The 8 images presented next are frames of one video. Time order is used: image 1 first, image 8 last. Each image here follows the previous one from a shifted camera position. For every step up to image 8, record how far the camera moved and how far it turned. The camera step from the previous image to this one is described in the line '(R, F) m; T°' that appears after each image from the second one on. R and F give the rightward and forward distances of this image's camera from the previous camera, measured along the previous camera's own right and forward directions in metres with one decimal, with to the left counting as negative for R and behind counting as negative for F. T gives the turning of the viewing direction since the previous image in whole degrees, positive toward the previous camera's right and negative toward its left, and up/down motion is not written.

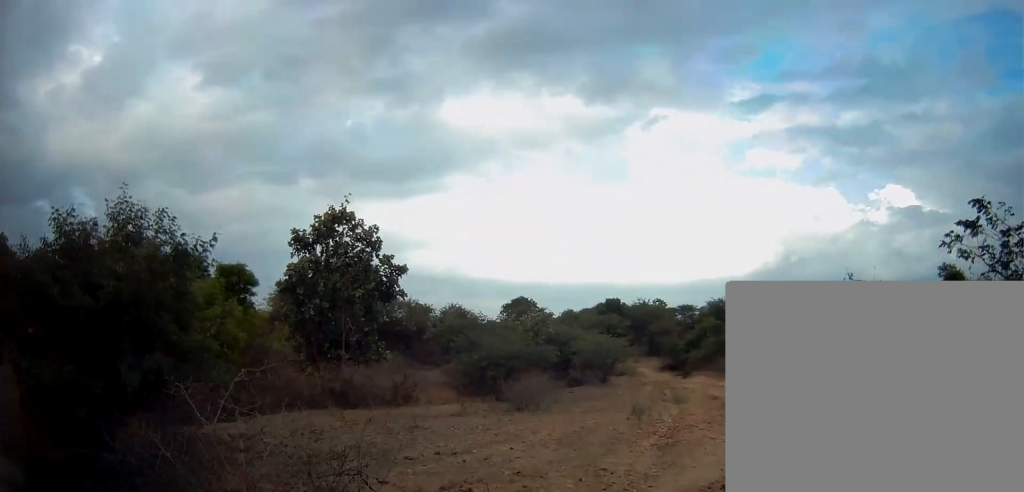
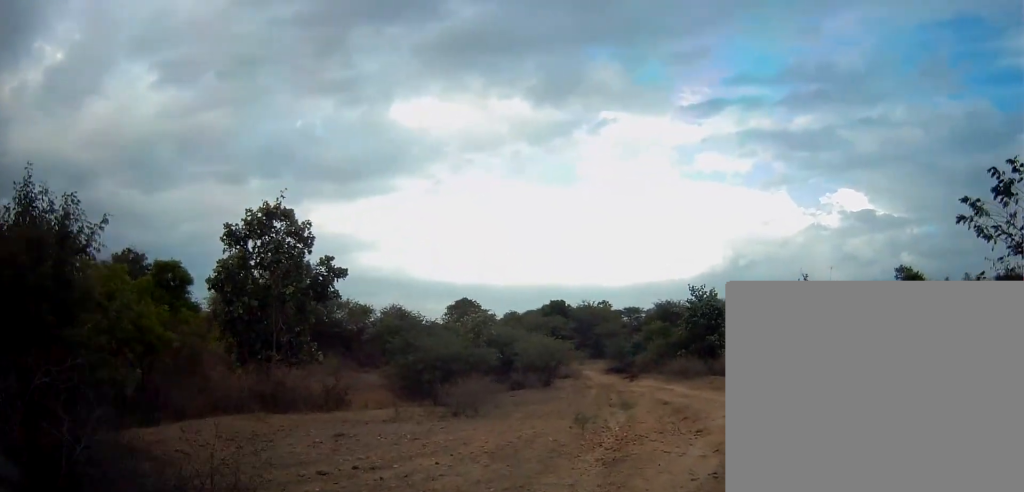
(+0.1, +1.3) m; +5°
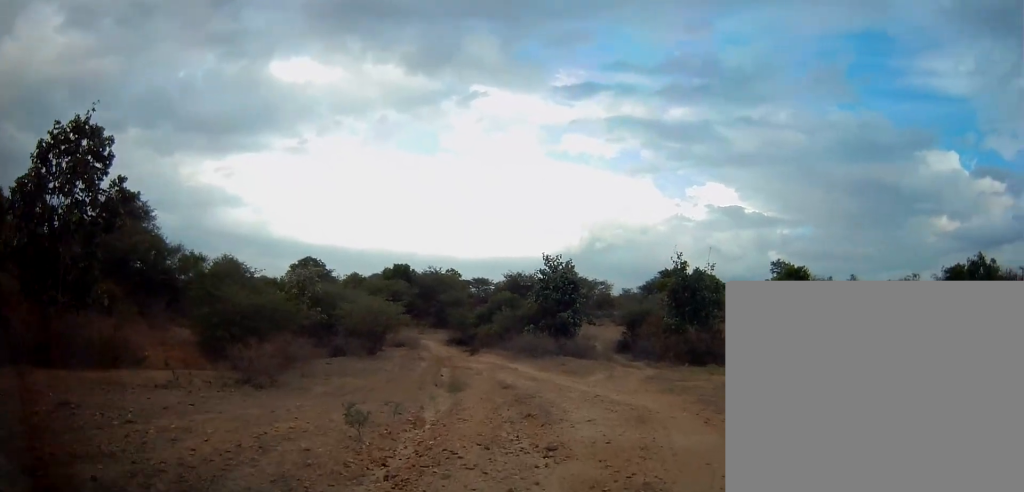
(+0.7, +4.5) m; +12°
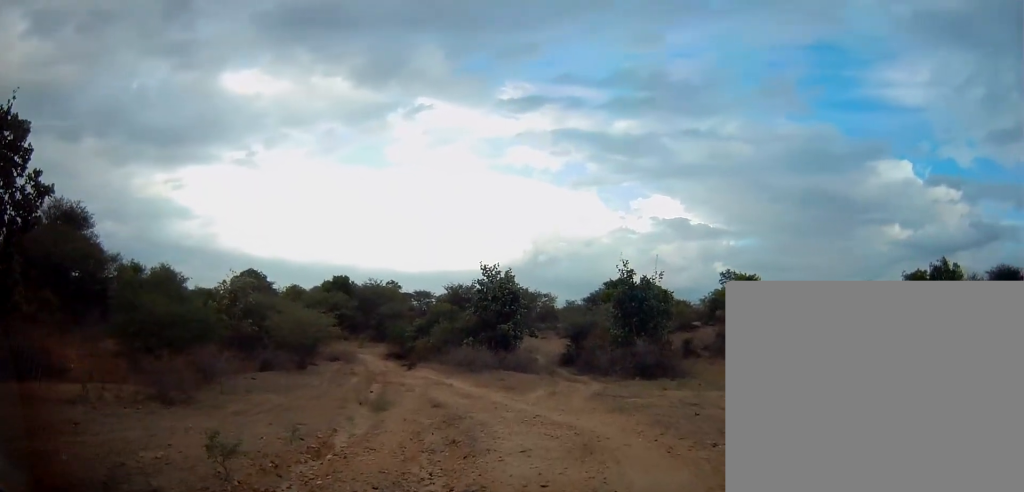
(0.0, +1.7) m; -1°
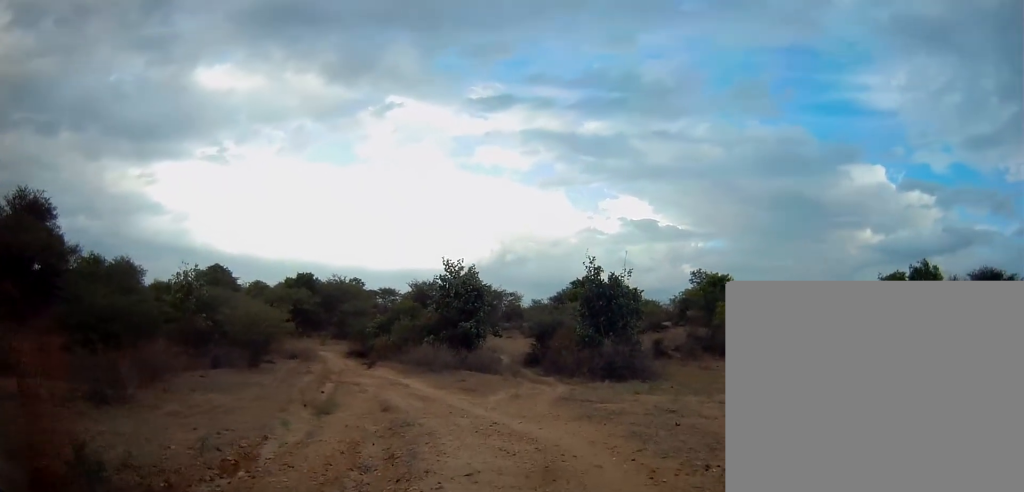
(0.0, +1.4) m; -1°
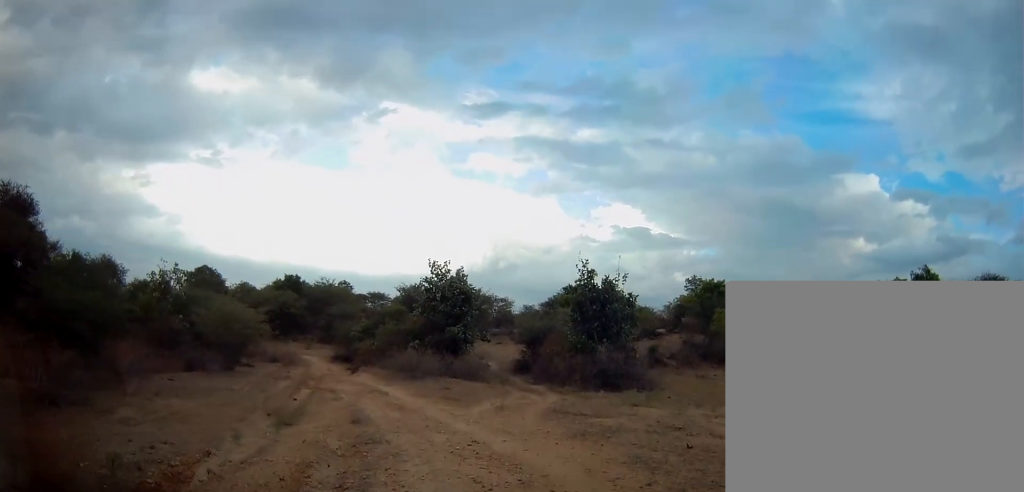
(0.0, +1.5) m; +3°
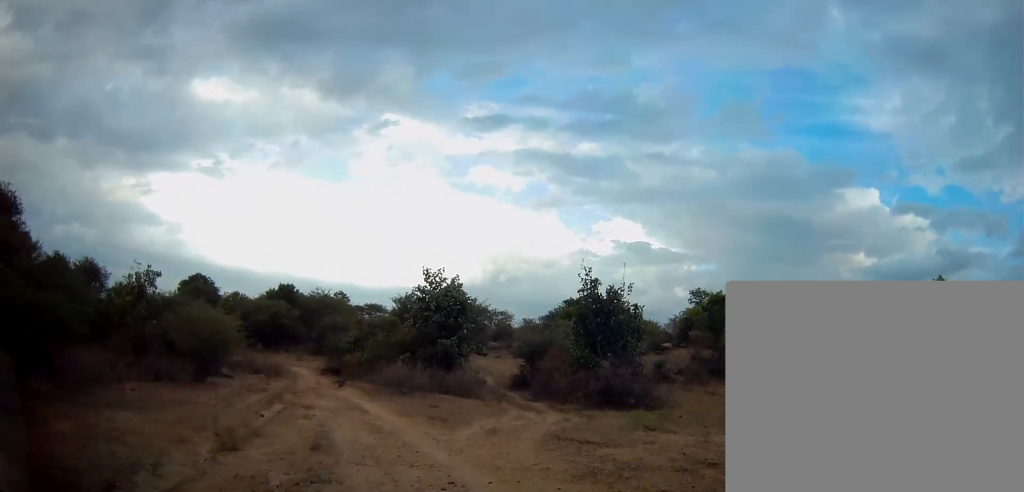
(+0.1, +2.1) m; +3°
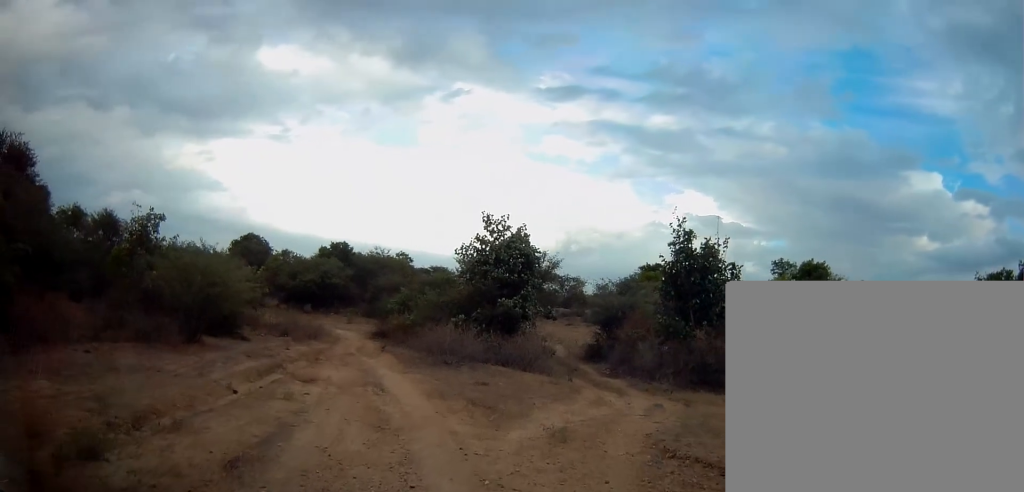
(-0.5, +4.6) m; -15°
